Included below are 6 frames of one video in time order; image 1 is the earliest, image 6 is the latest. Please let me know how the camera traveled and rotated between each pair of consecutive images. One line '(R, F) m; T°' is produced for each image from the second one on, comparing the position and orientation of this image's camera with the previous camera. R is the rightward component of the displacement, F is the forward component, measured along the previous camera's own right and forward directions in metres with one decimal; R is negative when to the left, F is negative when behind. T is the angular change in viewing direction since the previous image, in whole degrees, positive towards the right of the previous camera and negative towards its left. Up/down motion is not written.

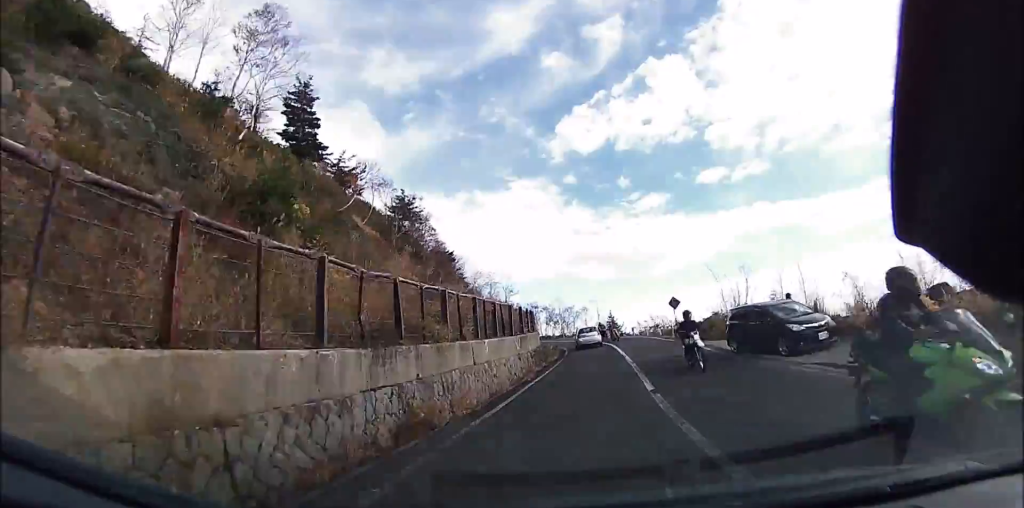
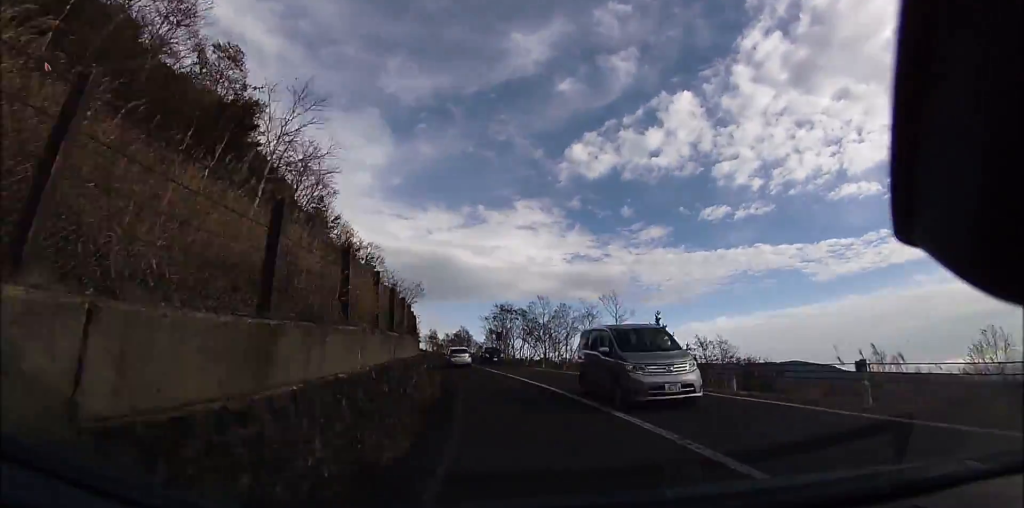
(+6.4, +30.6) m; +10°
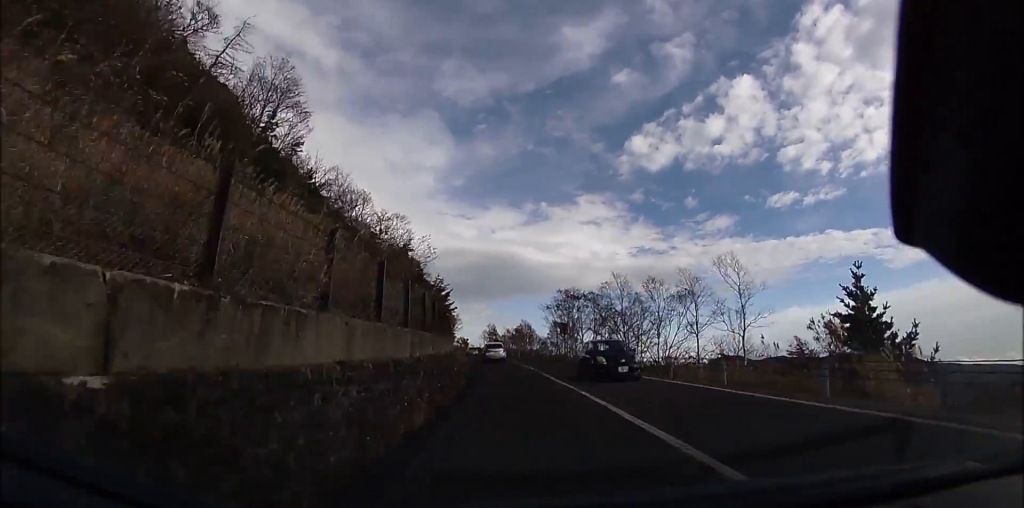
(-0.3, +10.6) m; -5°
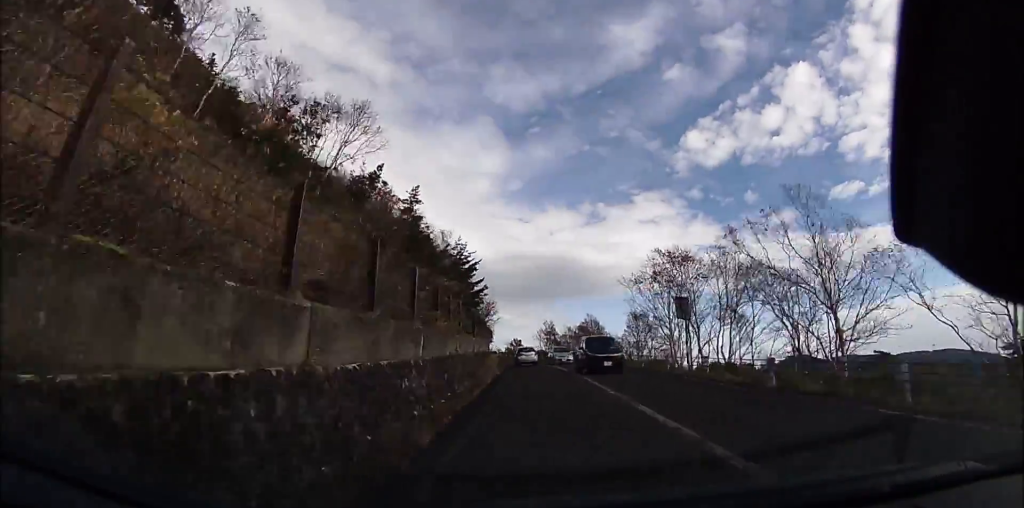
(-1.5, +17.2) m; -8°
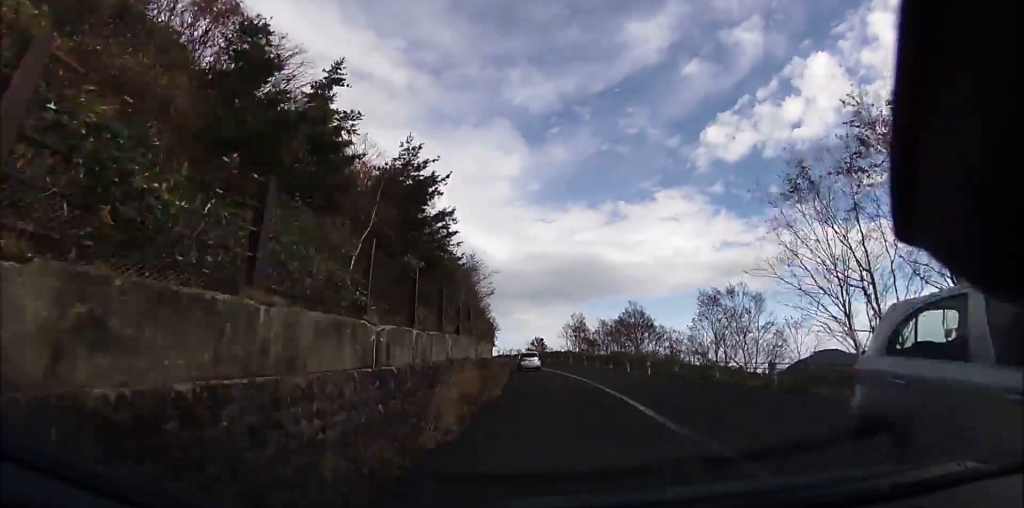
(-0.6, +15.5) m; -4°
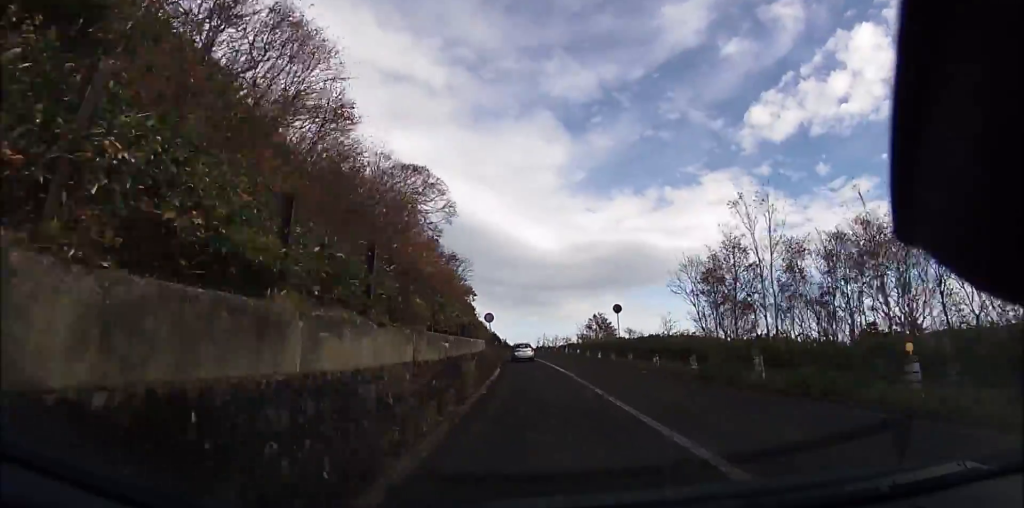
(-1.9, +37.5) m; -6°
